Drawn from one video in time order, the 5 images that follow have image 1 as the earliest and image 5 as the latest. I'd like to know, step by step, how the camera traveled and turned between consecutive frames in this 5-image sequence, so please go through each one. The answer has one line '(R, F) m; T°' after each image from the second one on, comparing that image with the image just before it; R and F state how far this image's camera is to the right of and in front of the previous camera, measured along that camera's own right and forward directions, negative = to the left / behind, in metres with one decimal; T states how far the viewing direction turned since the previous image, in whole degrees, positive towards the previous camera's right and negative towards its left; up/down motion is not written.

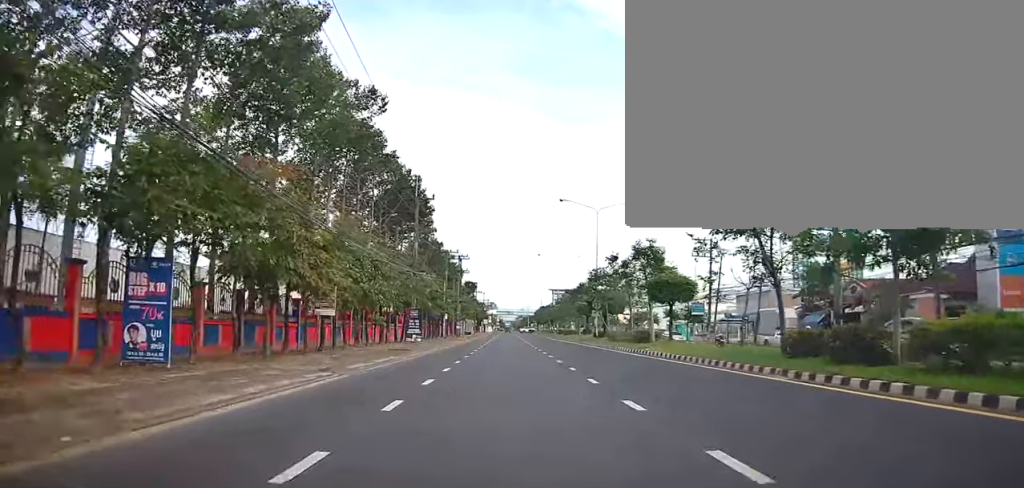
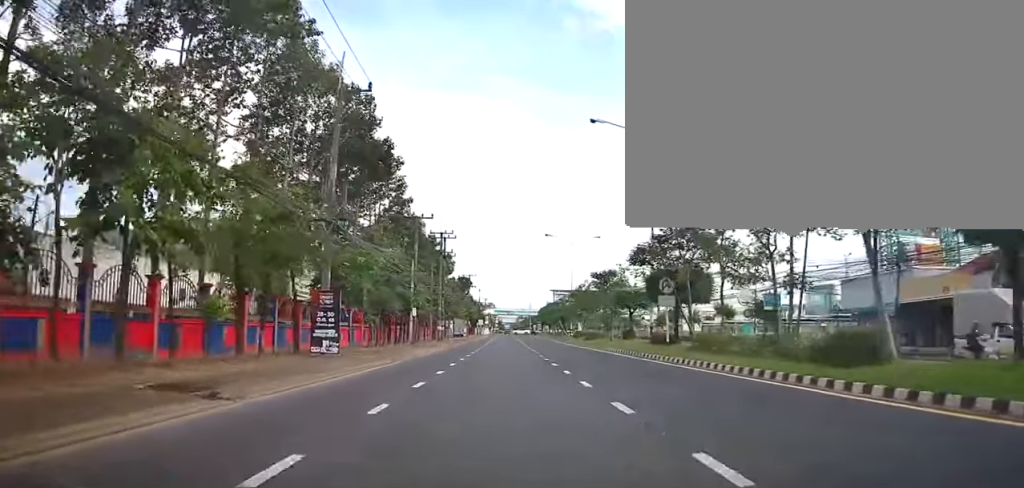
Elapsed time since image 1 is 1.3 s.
(0.0, +20.6) m; -2°
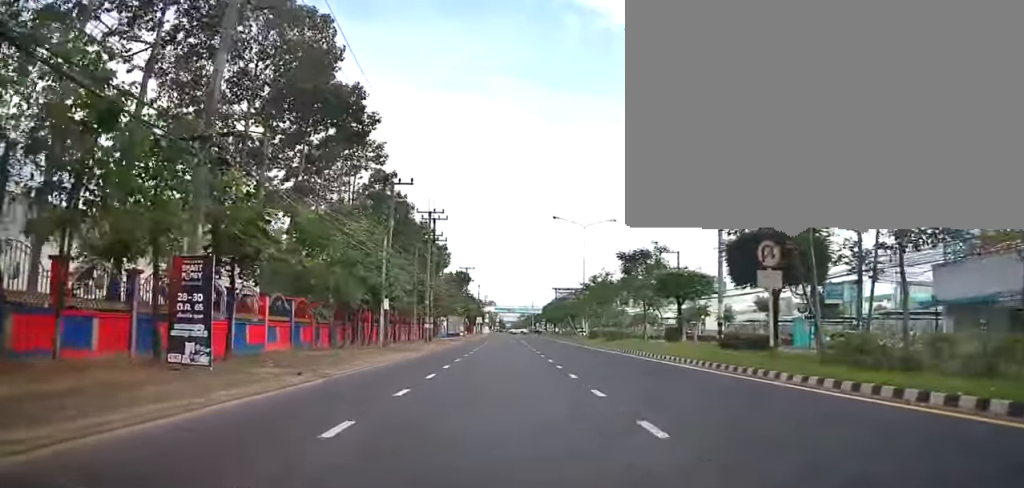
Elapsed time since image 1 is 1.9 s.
(-0.2, +10.1) m; 0°
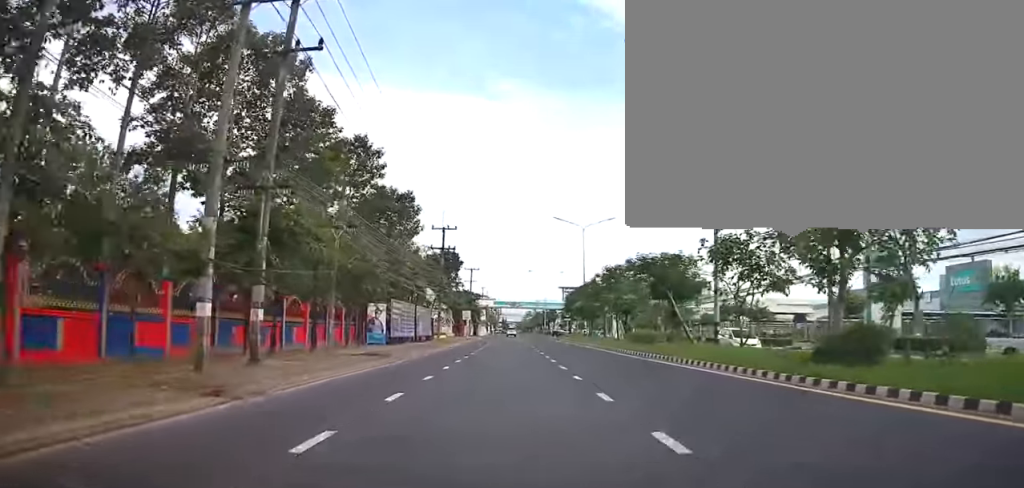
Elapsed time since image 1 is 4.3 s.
(+0.8, +37.6) m; 0°
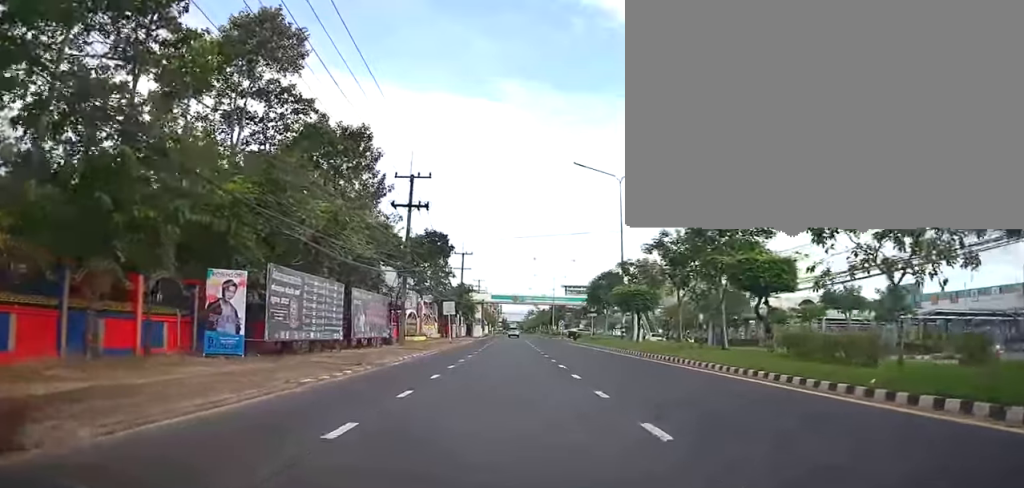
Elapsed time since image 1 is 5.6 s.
(-0.3, +19.9) m; -1°
